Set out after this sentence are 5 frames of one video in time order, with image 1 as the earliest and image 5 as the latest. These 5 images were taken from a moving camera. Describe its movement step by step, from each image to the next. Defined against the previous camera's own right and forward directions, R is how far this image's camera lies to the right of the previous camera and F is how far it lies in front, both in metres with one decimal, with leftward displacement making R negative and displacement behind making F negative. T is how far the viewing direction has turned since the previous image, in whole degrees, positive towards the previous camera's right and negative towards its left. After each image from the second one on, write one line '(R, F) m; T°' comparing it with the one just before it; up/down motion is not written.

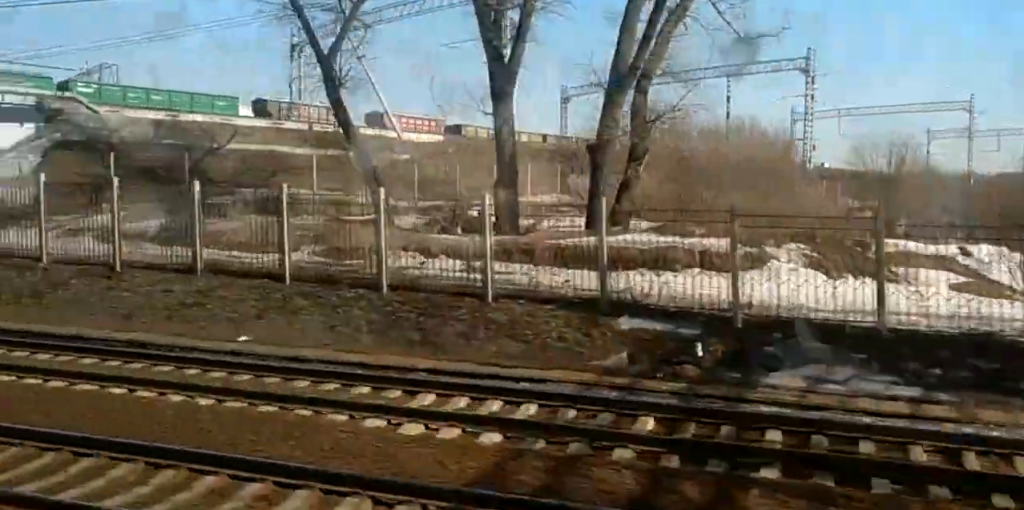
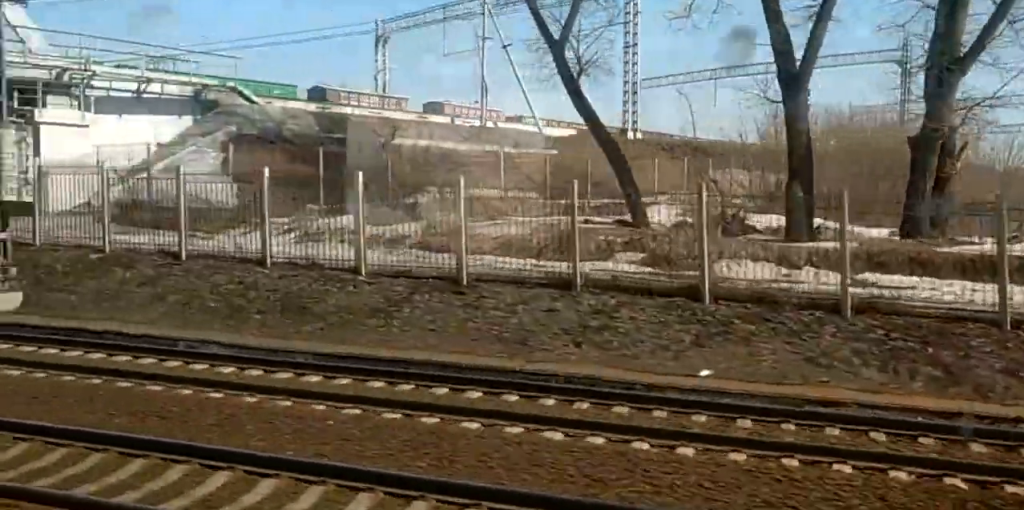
(-0.1, +9.8) m; 0°
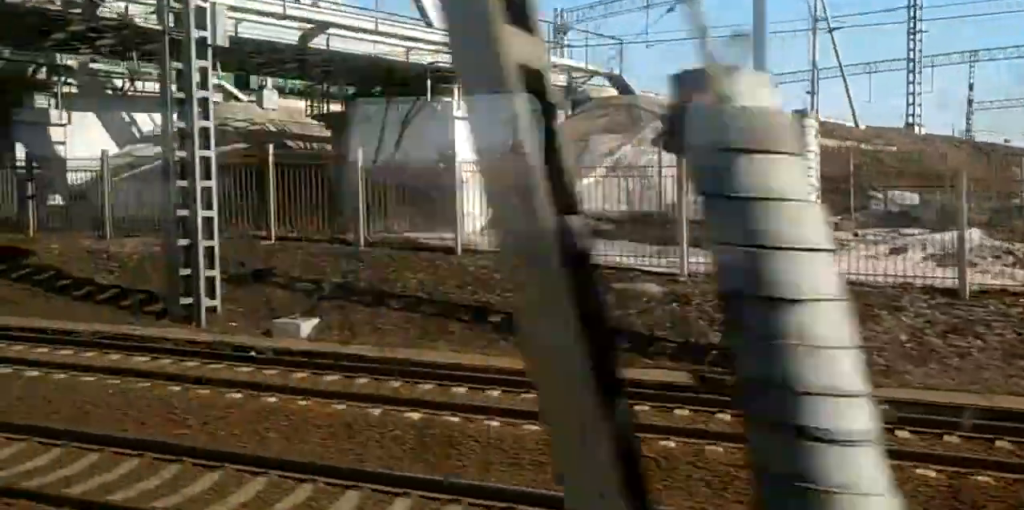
(+0.3, +18.3) m; +1°
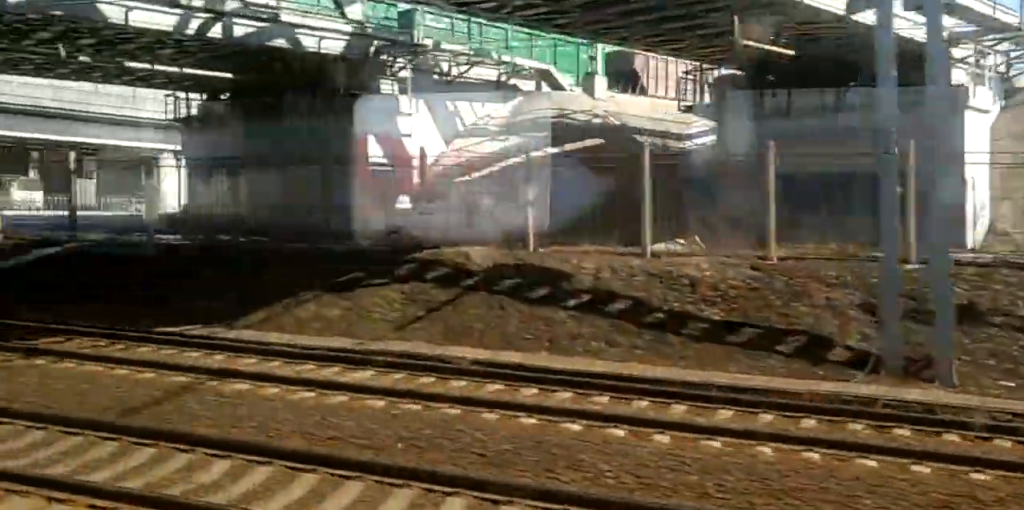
(0.0, +14.9) m; 0°
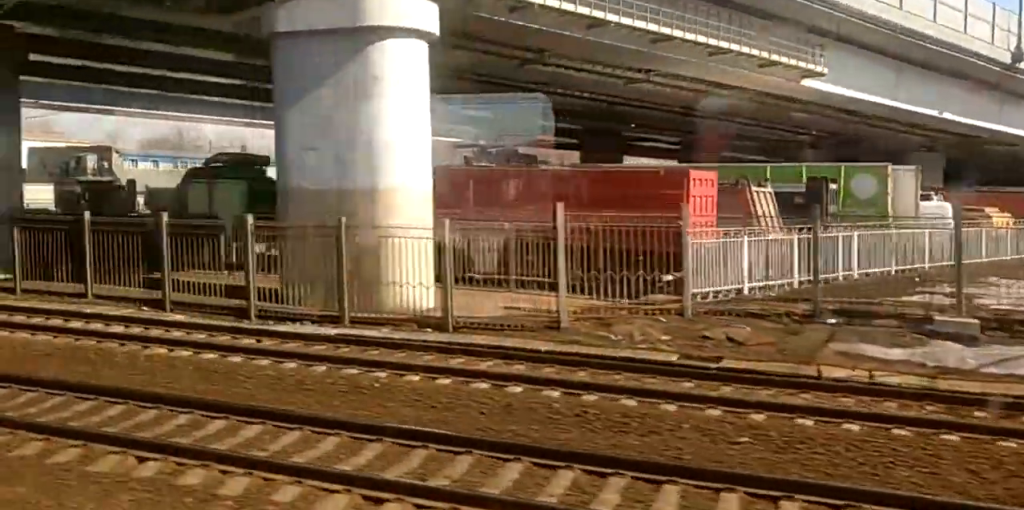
(+0.7, +77.4) m; +2°
